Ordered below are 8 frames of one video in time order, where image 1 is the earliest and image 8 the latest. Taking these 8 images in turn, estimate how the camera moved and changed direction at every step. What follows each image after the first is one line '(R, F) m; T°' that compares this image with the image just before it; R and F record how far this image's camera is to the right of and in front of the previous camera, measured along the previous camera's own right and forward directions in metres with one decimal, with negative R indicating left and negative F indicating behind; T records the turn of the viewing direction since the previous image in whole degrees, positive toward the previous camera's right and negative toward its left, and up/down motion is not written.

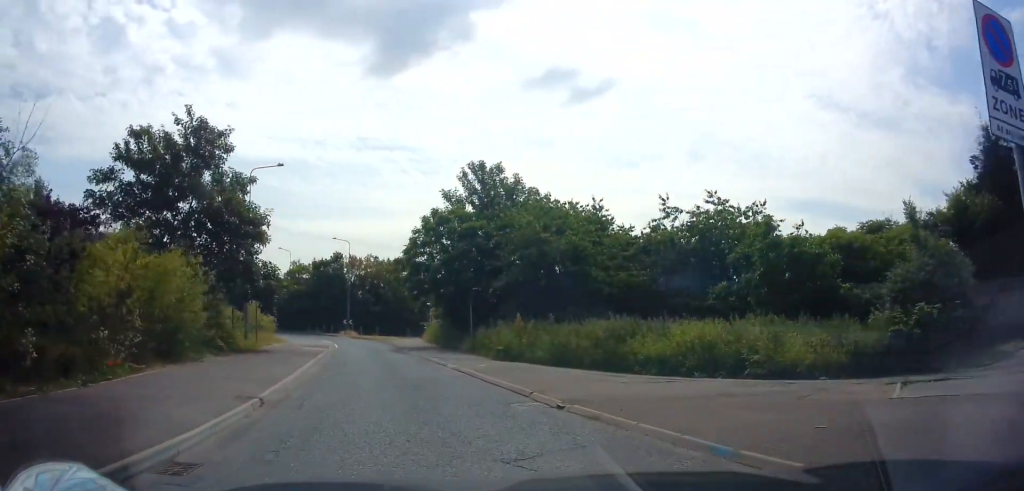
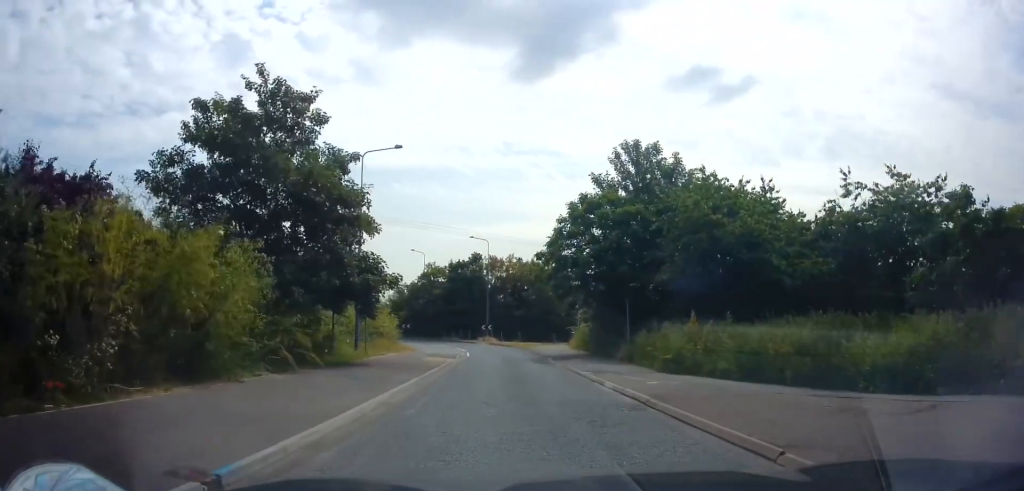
(-0.5, +4.8) m; -10°
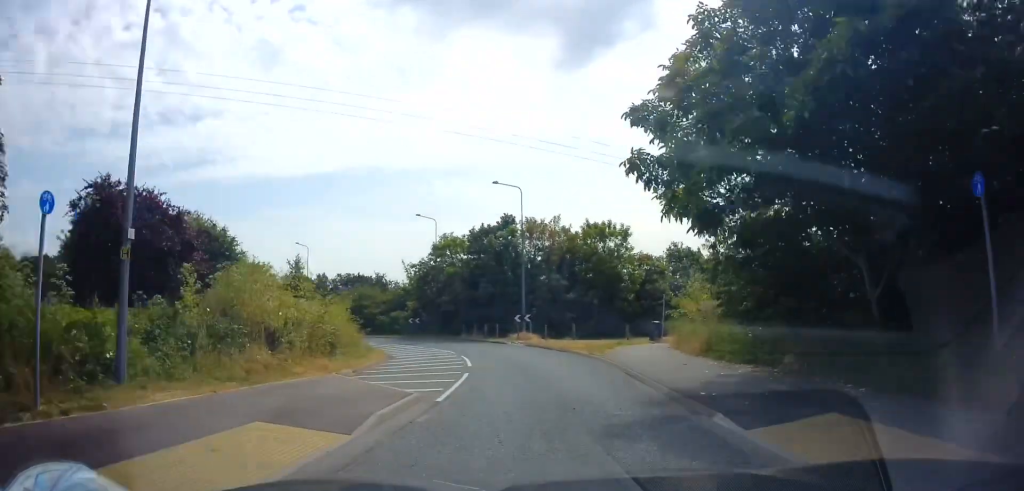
(-3.1, +18.2) m; -10°
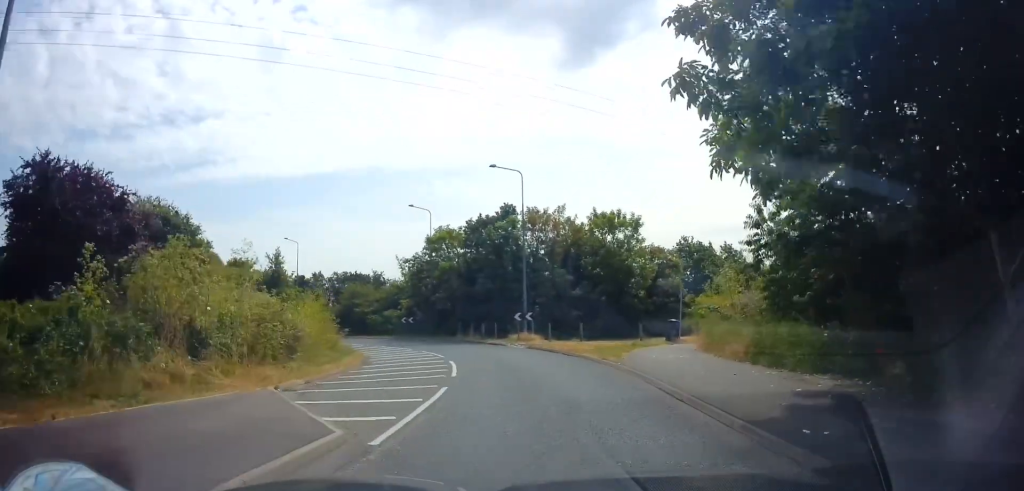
(+0.2, +3.7) m; -1°
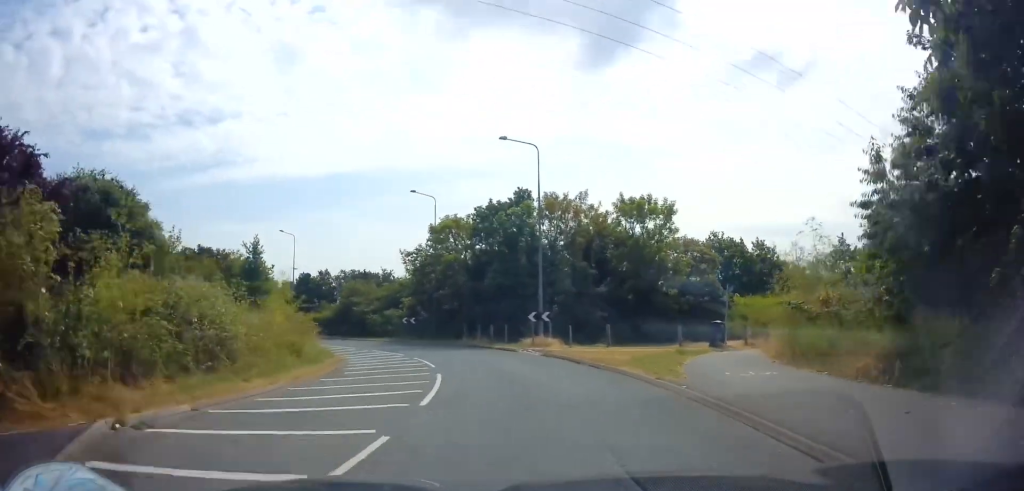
(+0.2, +5.1) m; -1°
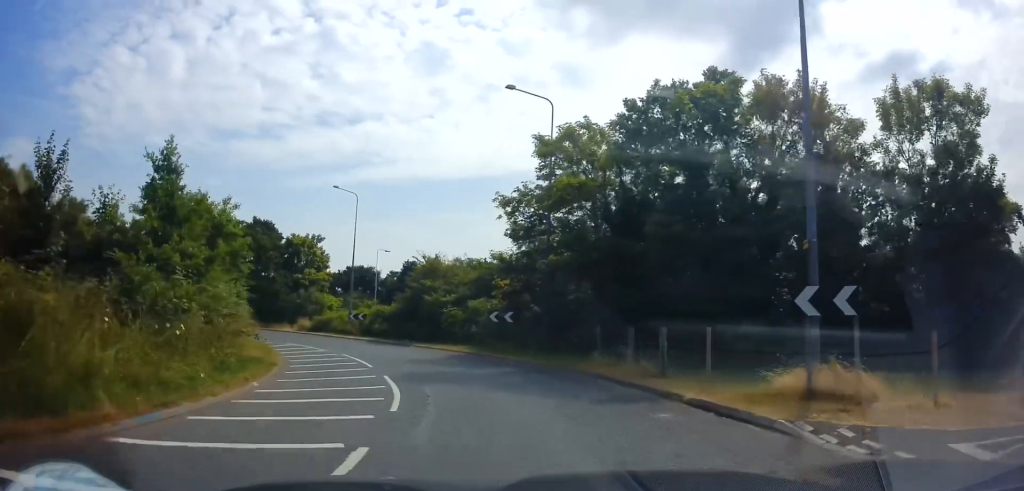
(-1.6, +18.1) m; -13°
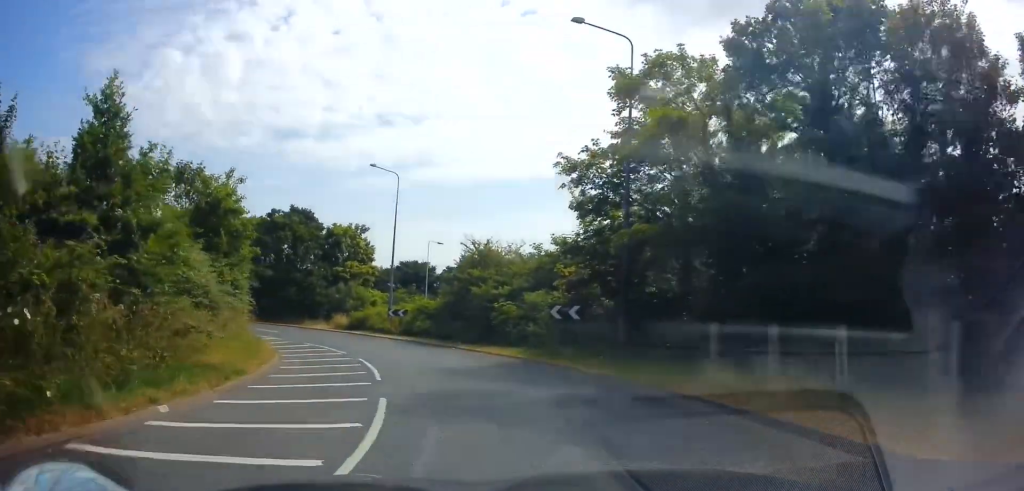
(-0.4, +5.2) m; -8°
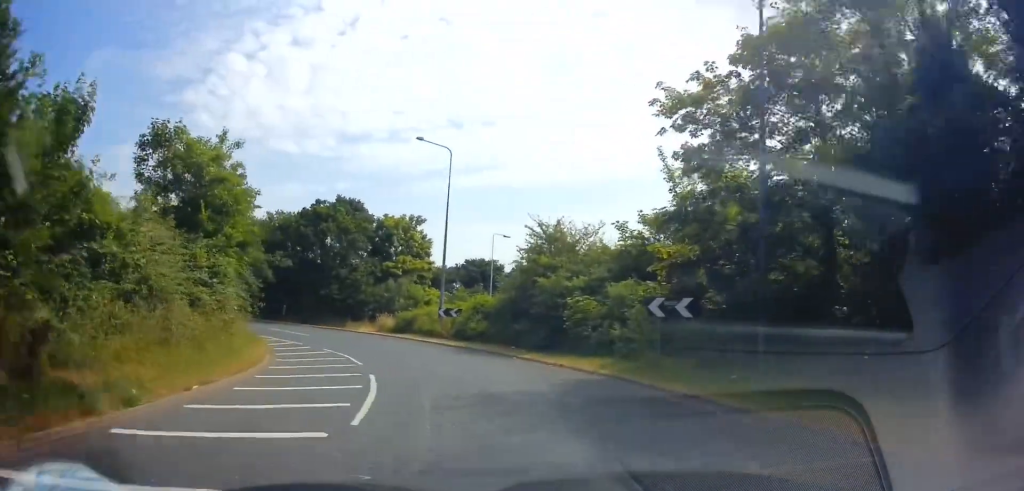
(-0.5, +5.6) m; -7°
